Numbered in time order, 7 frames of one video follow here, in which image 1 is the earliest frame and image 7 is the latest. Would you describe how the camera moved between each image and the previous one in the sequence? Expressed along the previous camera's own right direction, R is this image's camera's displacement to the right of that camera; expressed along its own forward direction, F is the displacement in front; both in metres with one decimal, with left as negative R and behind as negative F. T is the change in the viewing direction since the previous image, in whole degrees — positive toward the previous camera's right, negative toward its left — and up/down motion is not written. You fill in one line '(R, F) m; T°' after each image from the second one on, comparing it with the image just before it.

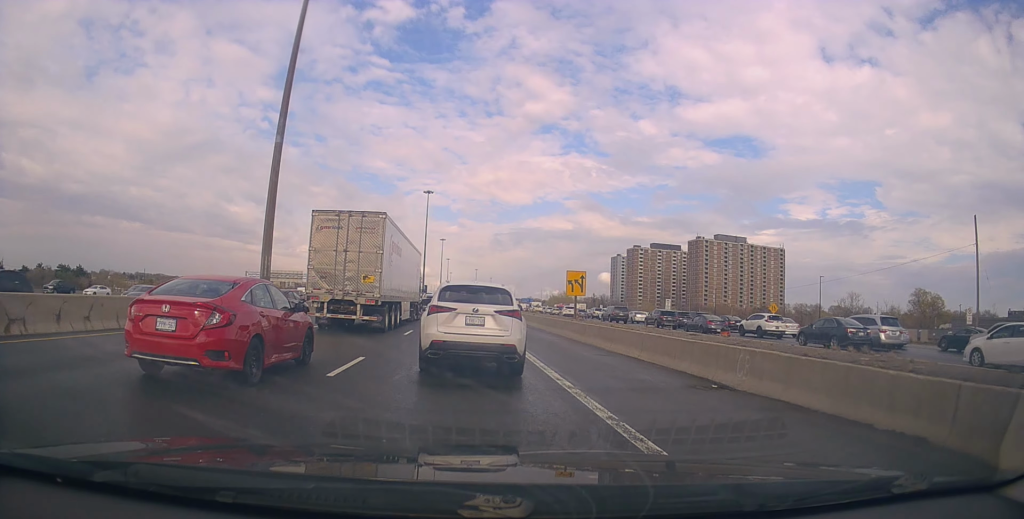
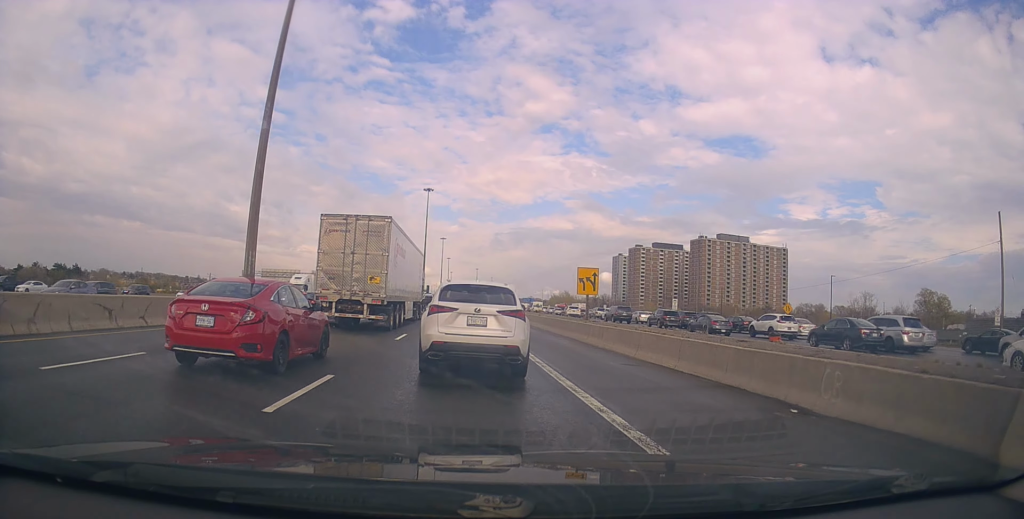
(-0.2, +3.0) m; -3°
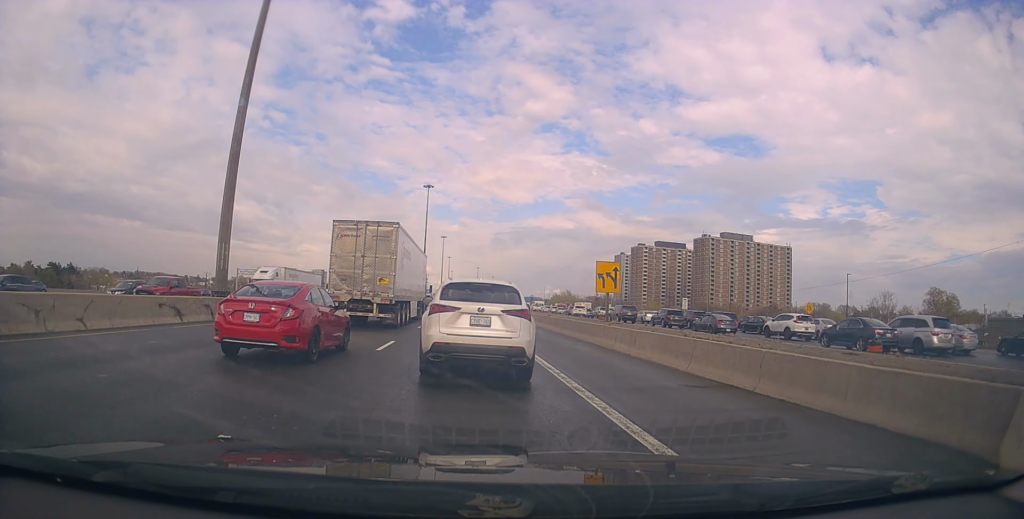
(-0.1, +4.0) m; +2°
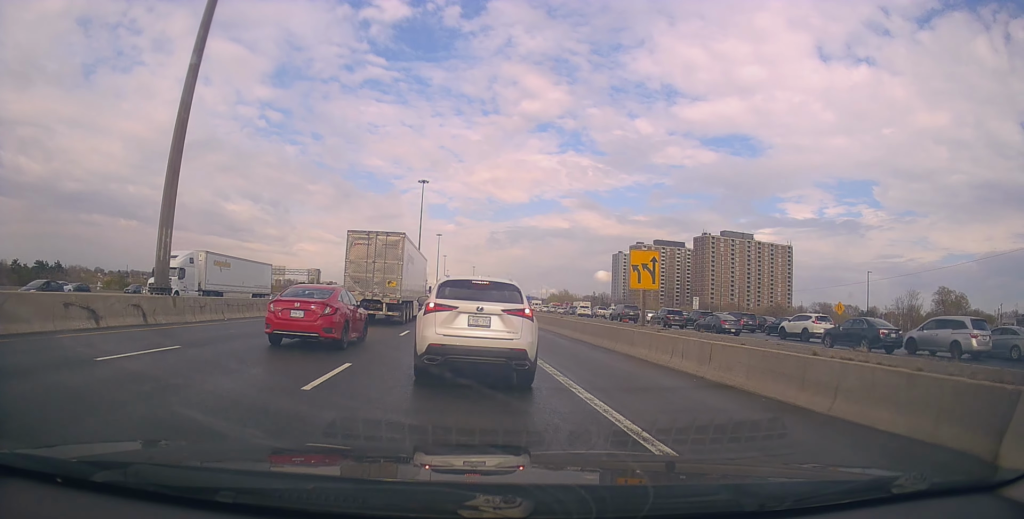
(+0.4, +5.9) m; +1°
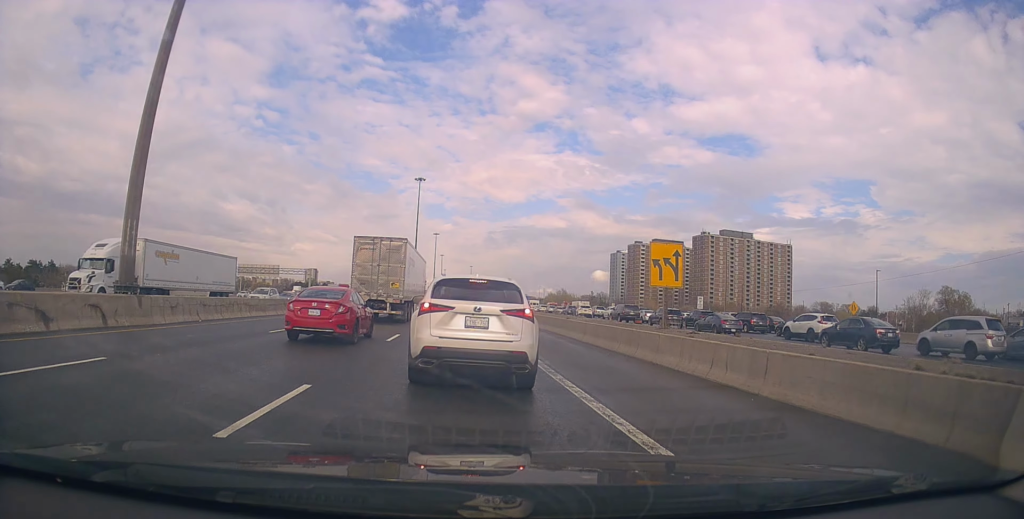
(-0.2, +2.4) m; 0°
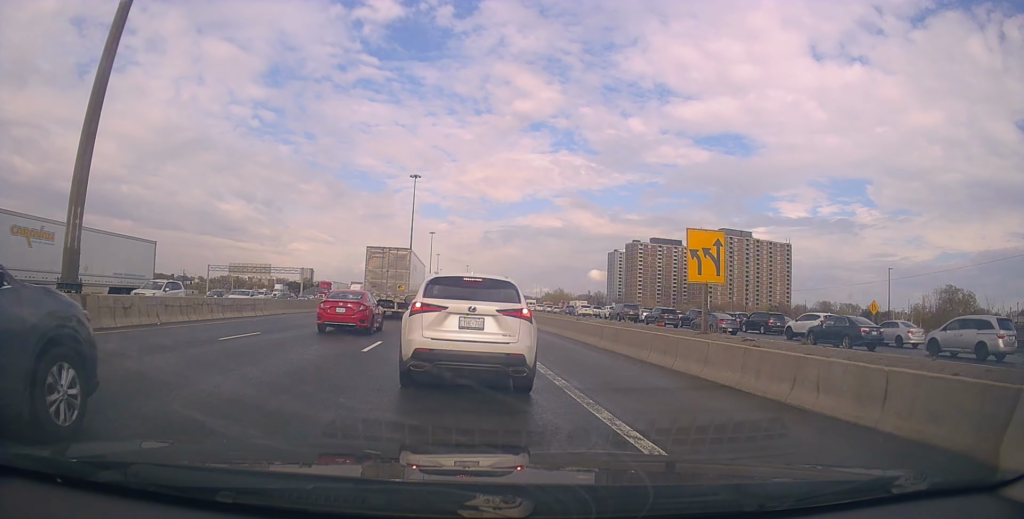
(0.0, +3.3) m; -2°
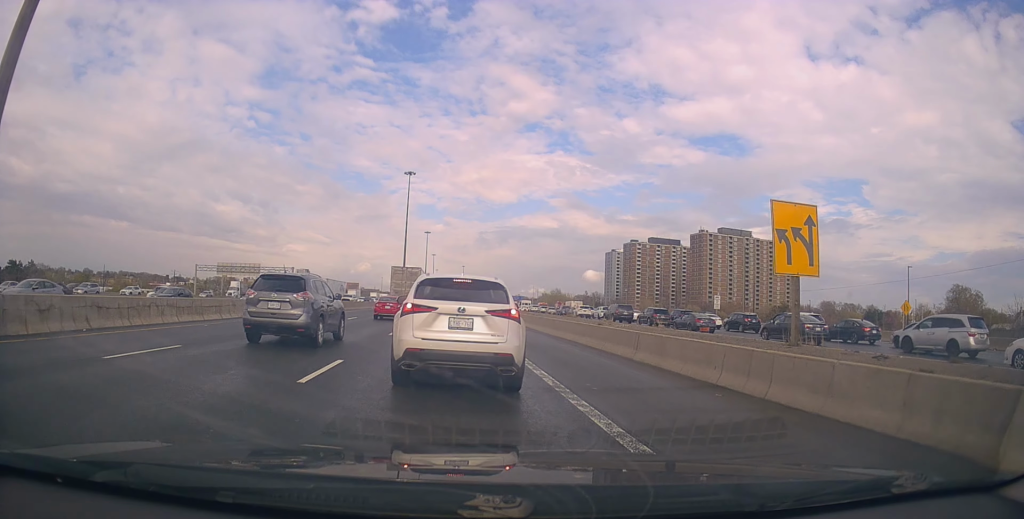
(-0.2, +4.9) m; +6°
